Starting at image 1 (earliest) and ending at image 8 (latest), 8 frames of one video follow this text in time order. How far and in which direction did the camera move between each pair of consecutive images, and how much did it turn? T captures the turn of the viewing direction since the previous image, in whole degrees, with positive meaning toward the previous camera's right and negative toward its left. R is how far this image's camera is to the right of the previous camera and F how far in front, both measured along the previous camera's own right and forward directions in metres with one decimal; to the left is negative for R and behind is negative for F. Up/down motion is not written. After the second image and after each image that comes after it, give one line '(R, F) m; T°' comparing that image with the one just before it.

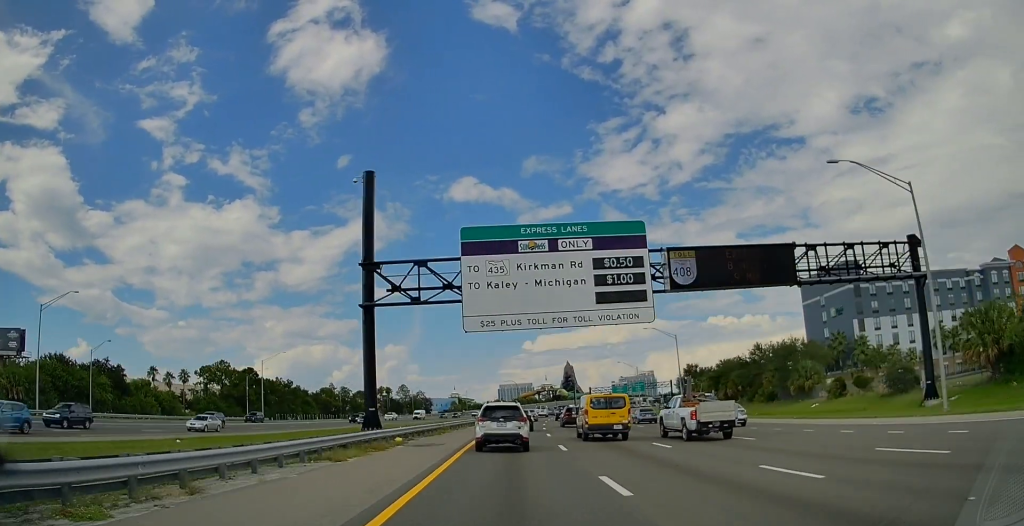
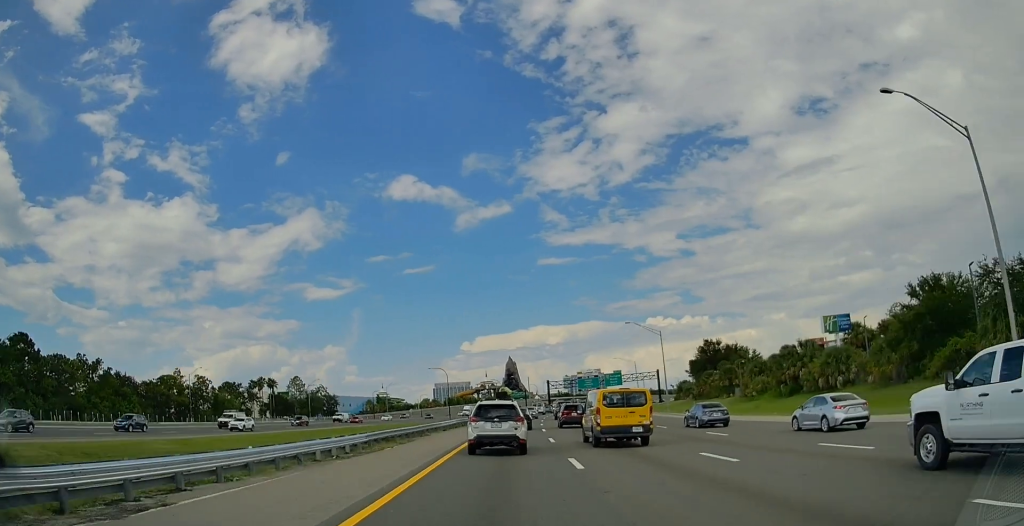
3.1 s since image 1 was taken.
(+3.7, +80.9) m; +5°
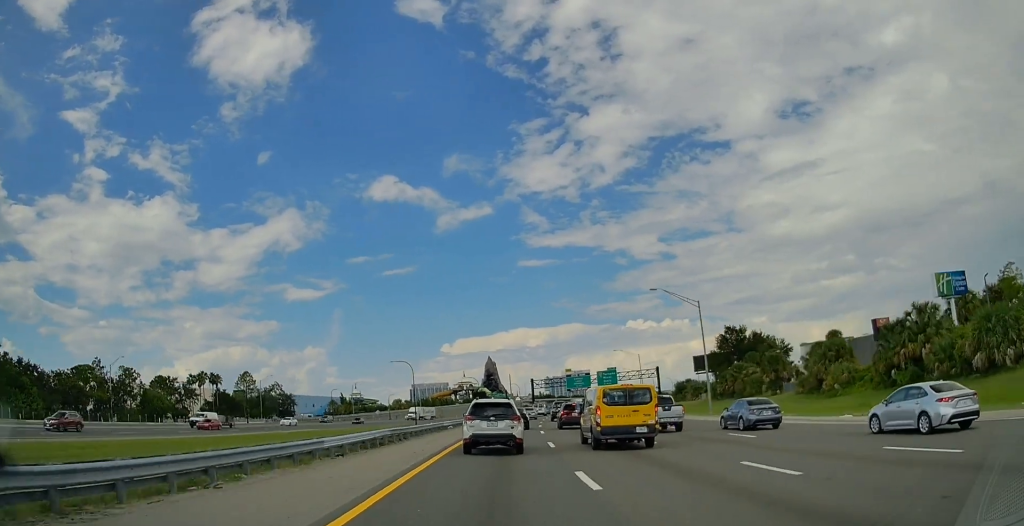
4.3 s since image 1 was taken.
(+0.7, +28.9) m; +2°
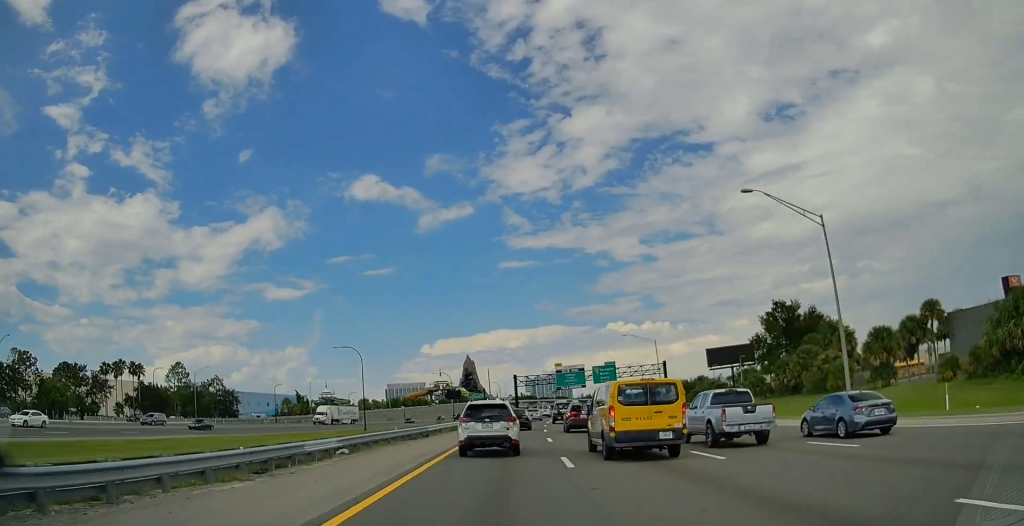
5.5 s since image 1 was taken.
(+0.3, +32.1) m; +2°
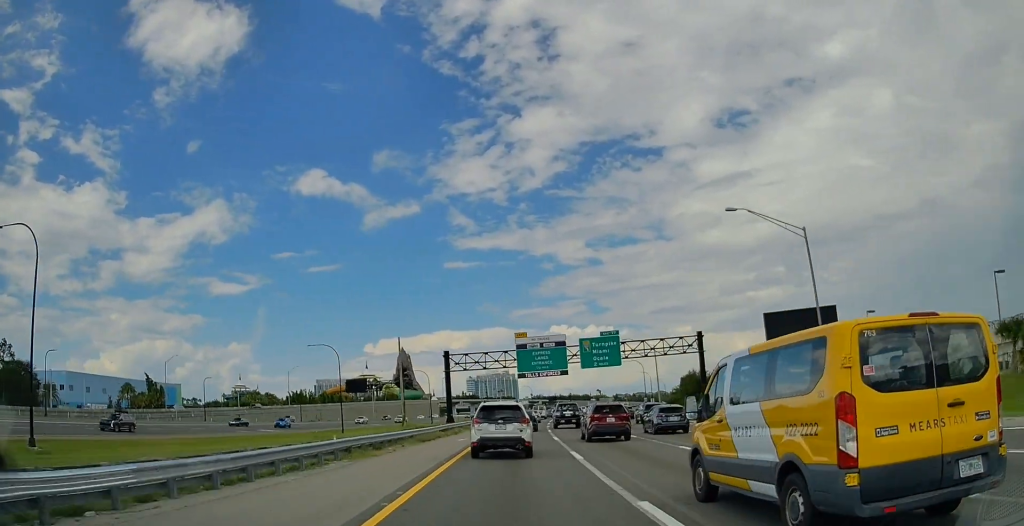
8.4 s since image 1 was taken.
(+2.8, +71.4) m; +5°
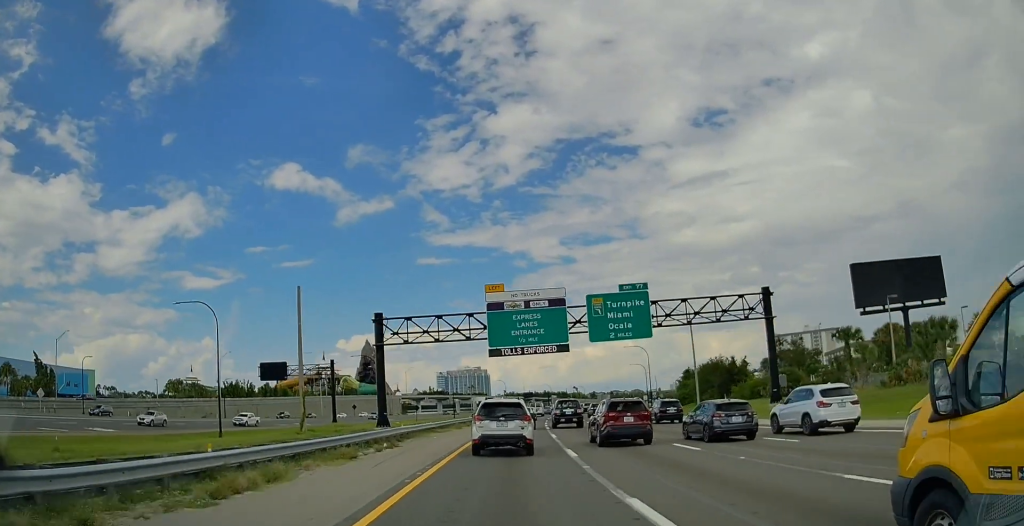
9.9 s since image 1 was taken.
(+0.7, +36.0) m; +3°
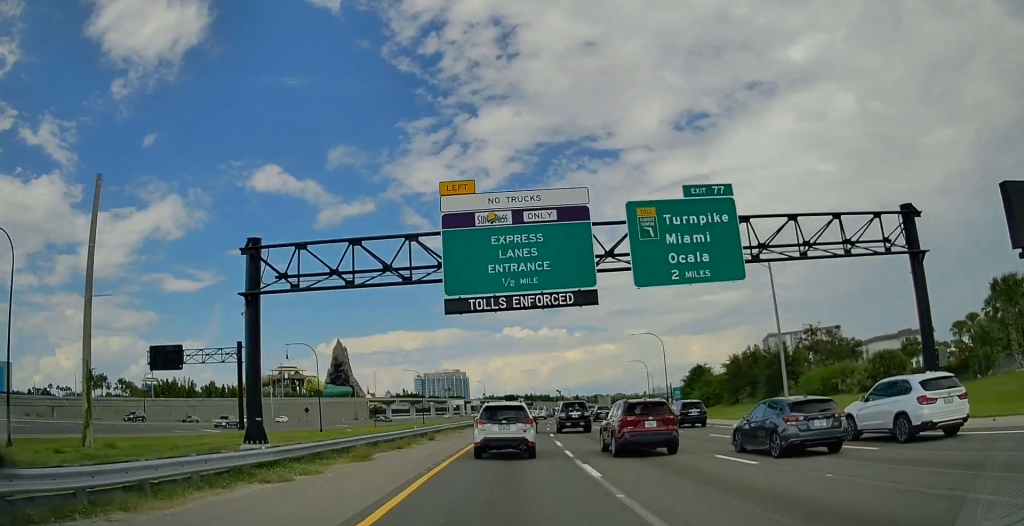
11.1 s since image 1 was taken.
(+0.4, +29.3) m; +2°
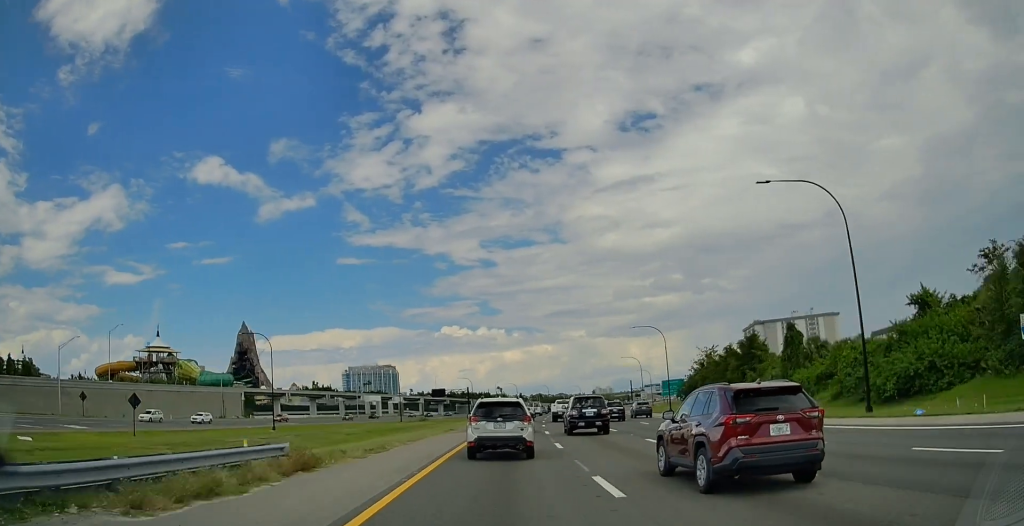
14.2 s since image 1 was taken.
(+3.7, +74.4) m; +5°
